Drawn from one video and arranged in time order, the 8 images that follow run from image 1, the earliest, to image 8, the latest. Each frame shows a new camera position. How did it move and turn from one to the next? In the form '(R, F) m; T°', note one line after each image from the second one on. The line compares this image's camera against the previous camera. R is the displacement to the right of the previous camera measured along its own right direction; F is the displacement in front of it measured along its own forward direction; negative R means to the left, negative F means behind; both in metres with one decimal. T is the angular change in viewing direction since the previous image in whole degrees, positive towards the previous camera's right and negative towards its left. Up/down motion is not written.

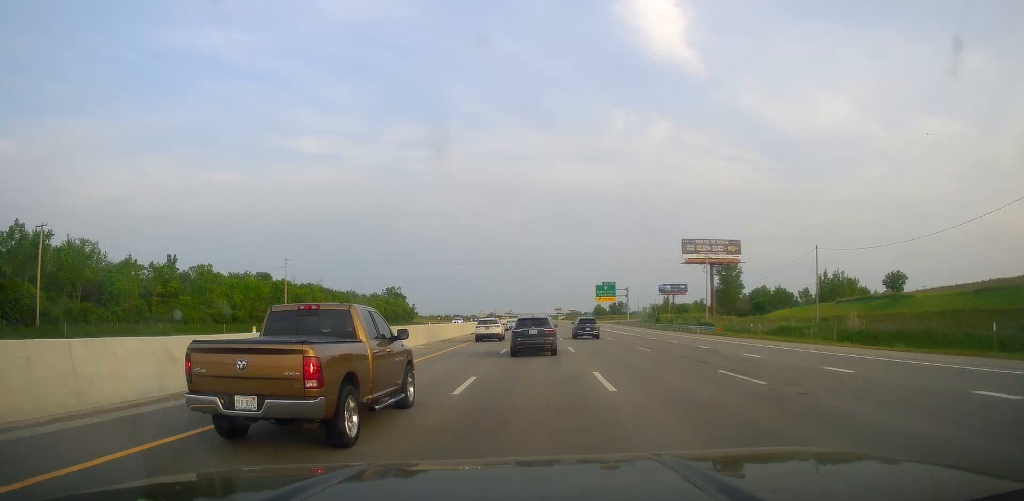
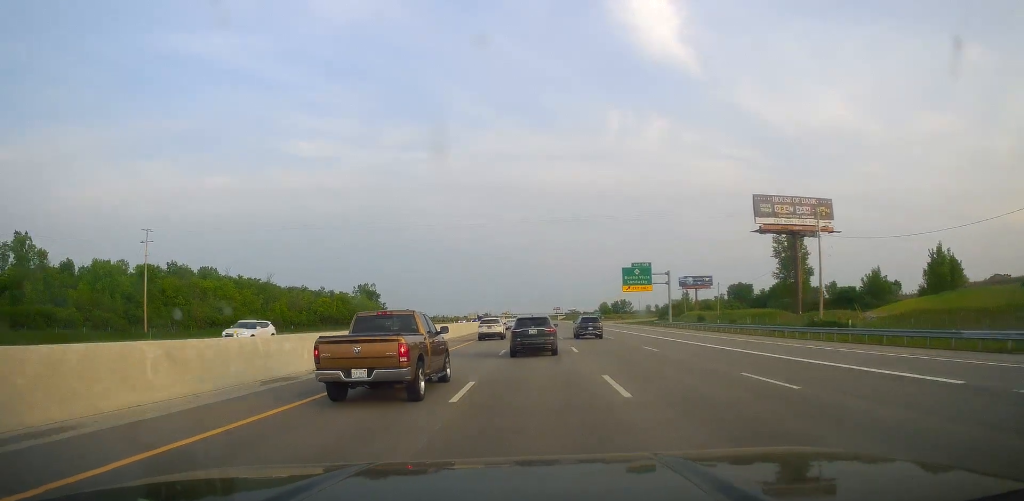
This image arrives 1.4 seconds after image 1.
(-0.3, +46.9) m; -1°
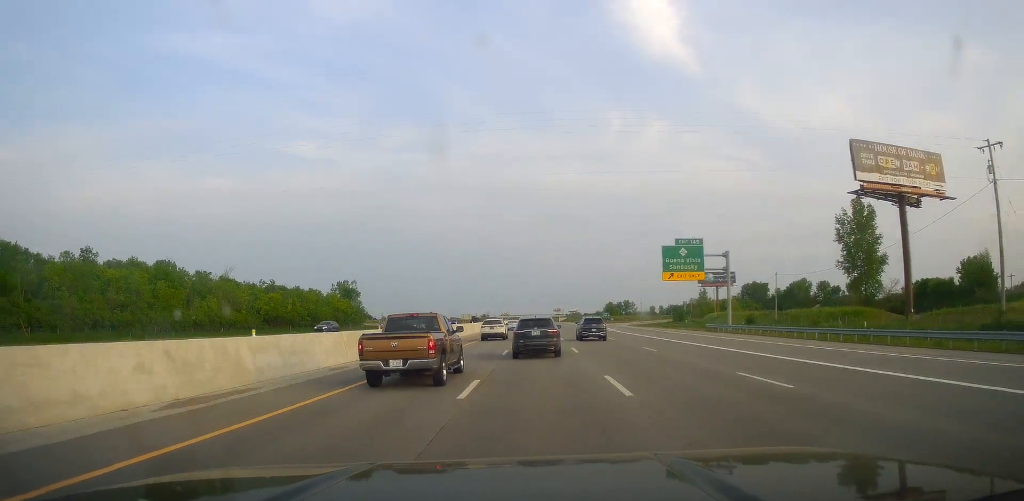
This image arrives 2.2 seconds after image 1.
(0.0, +29.7) m; 0°
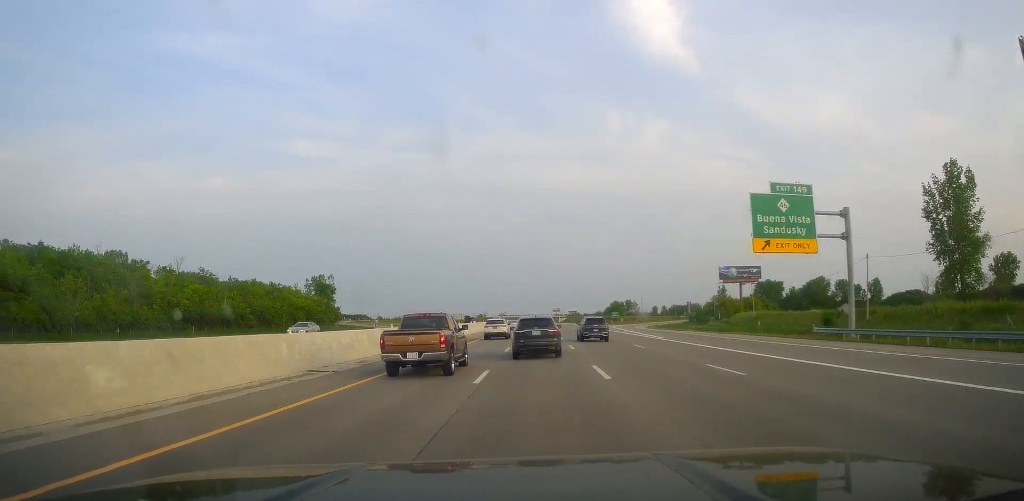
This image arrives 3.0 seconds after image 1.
(0.0, +27.4) m; +1°
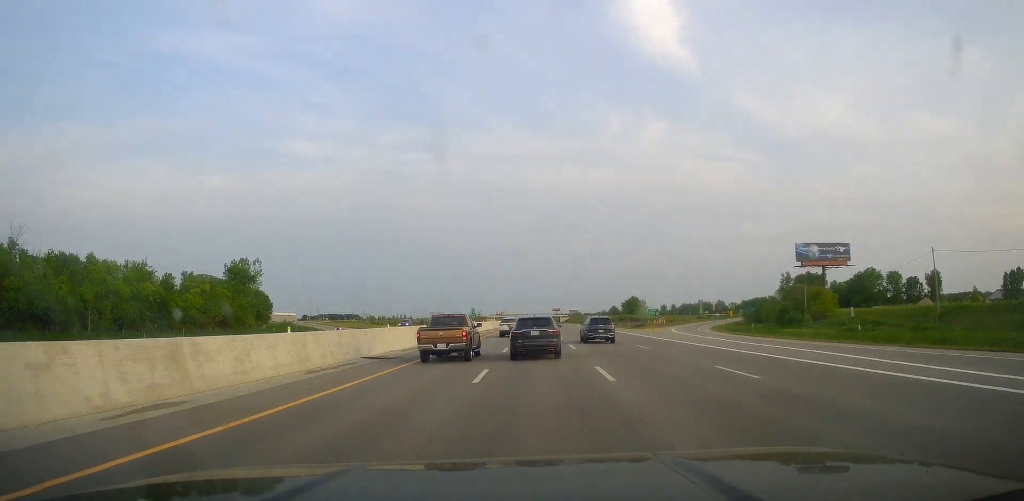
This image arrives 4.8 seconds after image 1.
(+0.5, +60.6) m; 0°
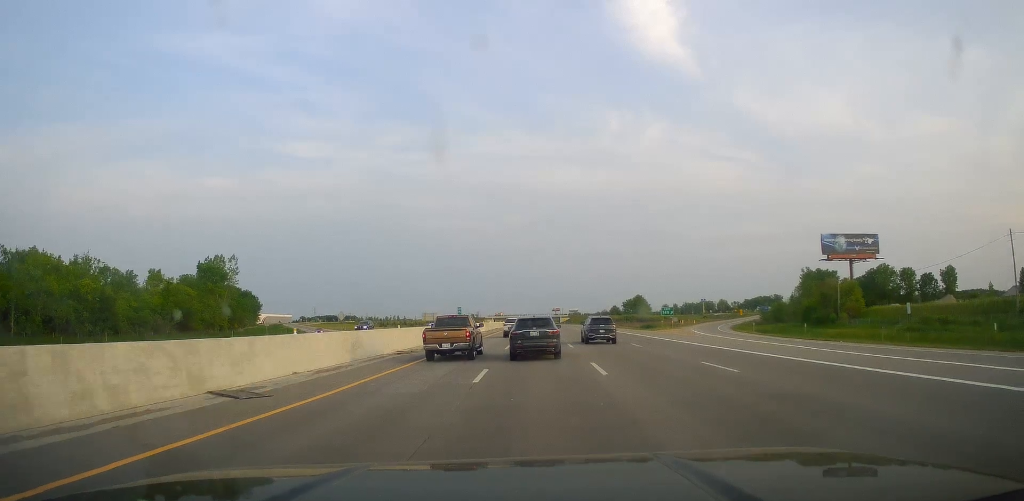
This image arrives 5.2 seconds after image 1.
(-0.1, +13.7) m; -1°
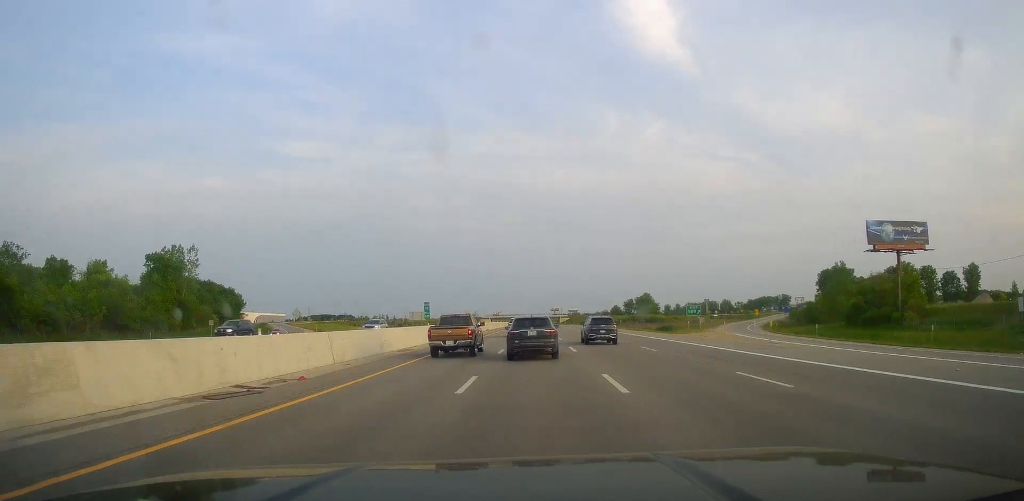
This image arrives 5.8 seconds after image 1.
(0.0, +19.5) m; +1°
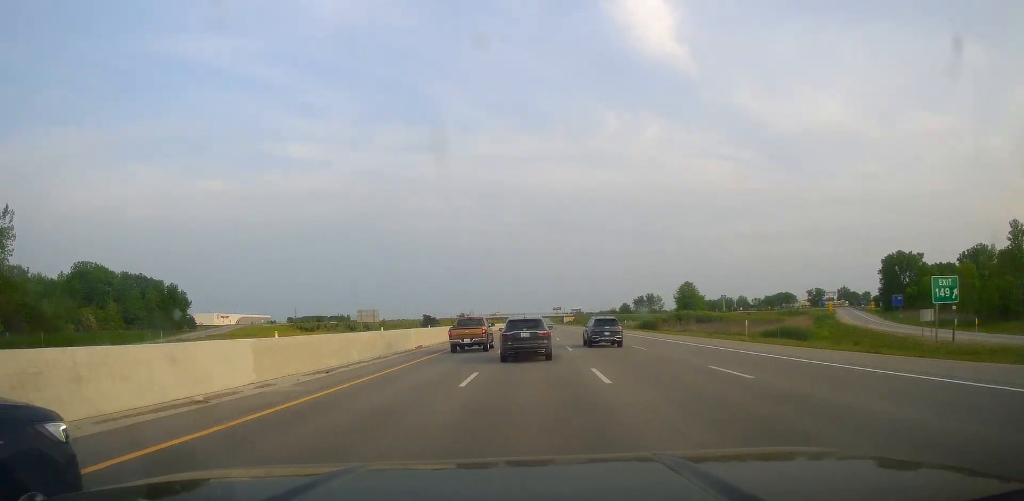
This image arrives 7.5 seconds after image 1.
(+0.9, +59.4) m; +1°
